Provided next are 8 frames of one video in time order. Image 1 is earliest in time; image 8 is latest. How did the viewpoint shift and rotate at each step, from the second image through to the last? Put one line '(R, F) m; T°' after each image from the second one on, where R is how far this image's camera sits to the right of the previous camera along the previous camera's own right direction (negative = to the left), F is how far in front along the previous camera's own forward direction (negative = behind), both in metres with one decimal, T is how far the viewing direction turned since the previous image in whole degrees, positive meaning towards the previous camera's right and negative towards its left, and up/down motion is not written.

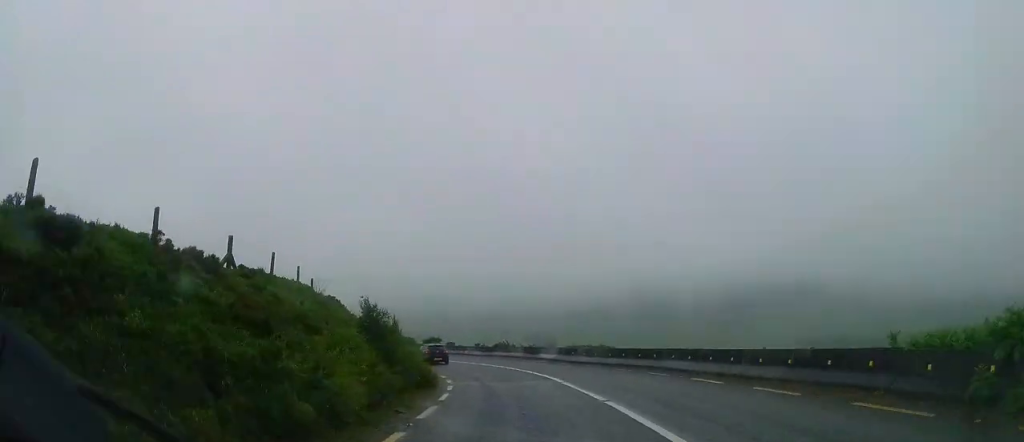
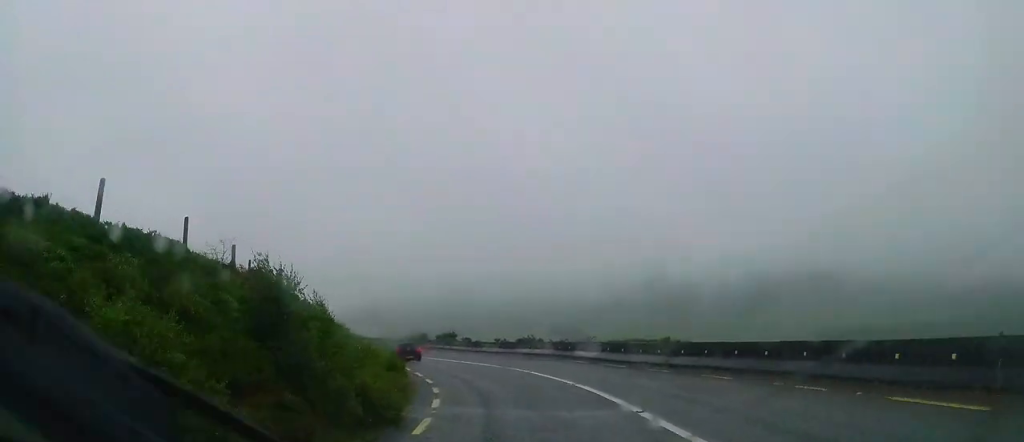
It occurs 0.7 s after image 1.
(-0.2, +9.0) m; -4°
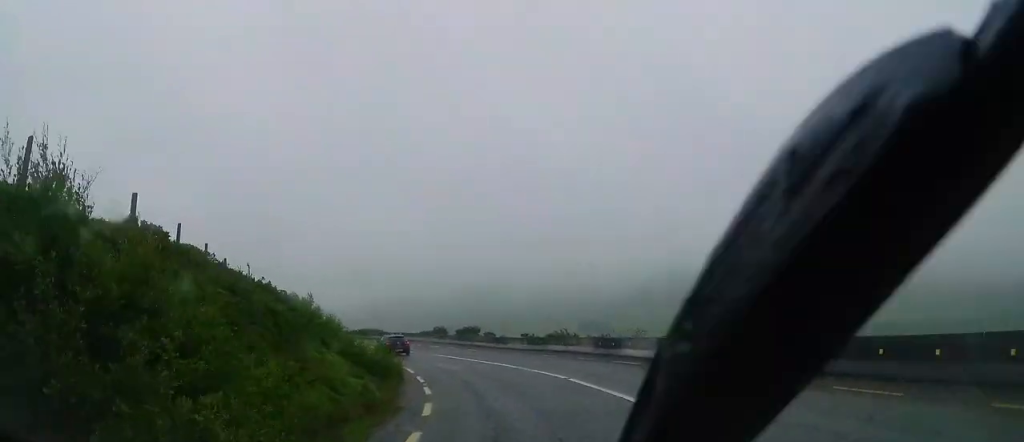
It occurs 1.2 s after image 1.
(+0.1, +6.1) m; -3°
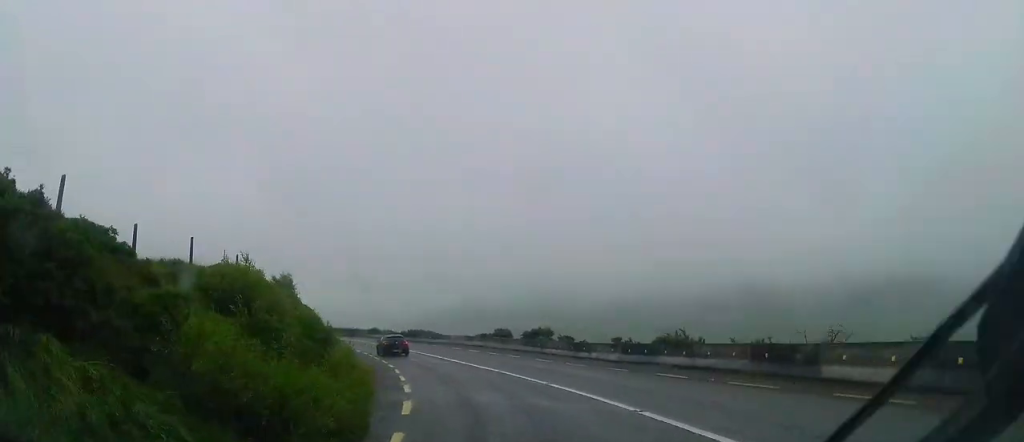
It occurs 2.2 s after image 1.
(-1.1, +12.1) m; -13°
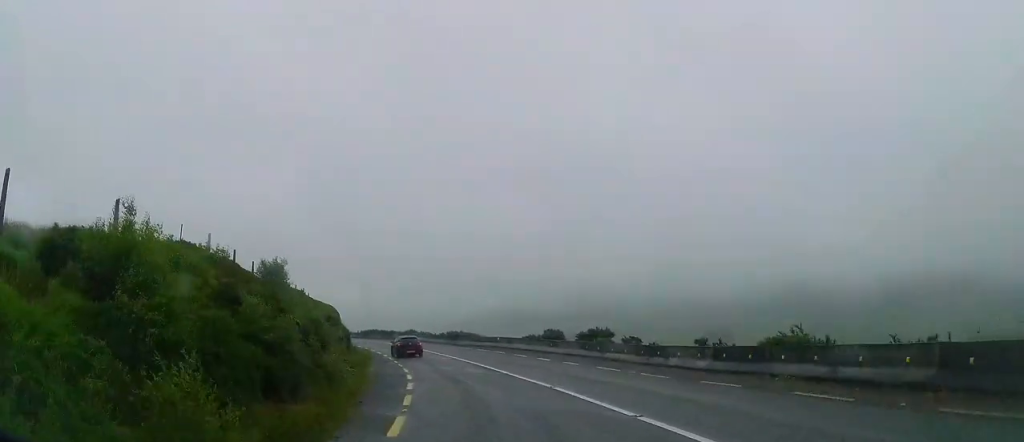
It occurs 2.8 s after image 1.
(-0.9, +6.5) m; -7°
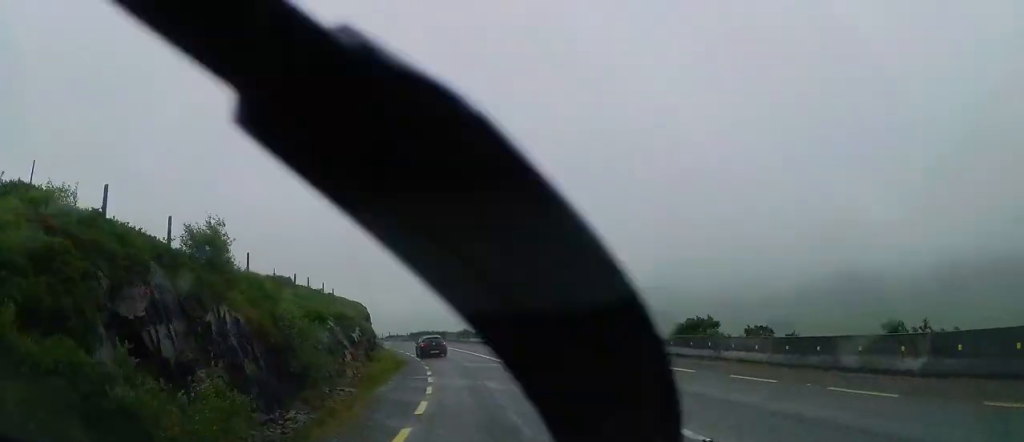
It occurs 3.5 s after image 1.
(-0.8, +8.9) m; -7°
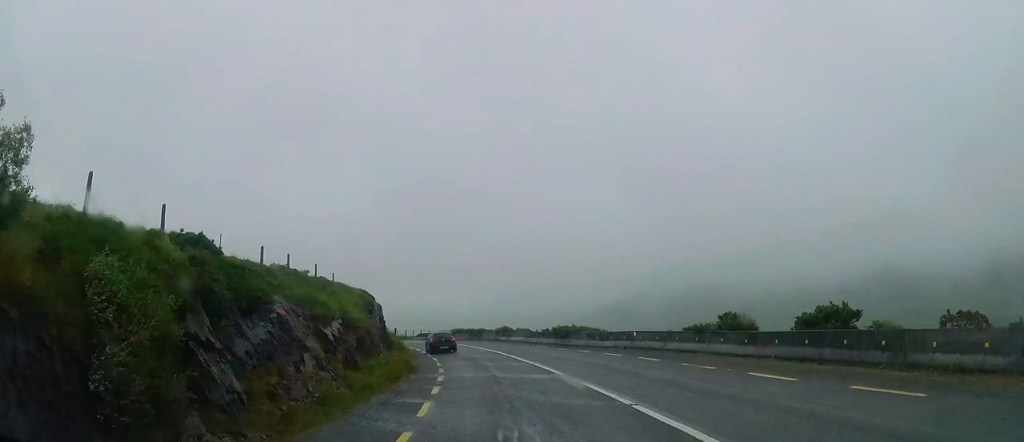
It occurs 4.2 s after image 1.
(-0.6, +9.0) m; -4°
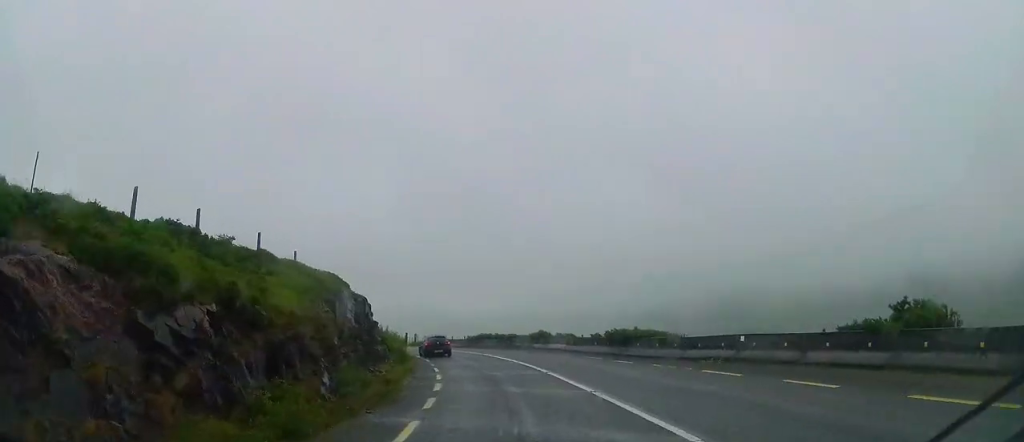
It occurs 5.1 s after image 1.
(0.0, +10.2) m; -2°
